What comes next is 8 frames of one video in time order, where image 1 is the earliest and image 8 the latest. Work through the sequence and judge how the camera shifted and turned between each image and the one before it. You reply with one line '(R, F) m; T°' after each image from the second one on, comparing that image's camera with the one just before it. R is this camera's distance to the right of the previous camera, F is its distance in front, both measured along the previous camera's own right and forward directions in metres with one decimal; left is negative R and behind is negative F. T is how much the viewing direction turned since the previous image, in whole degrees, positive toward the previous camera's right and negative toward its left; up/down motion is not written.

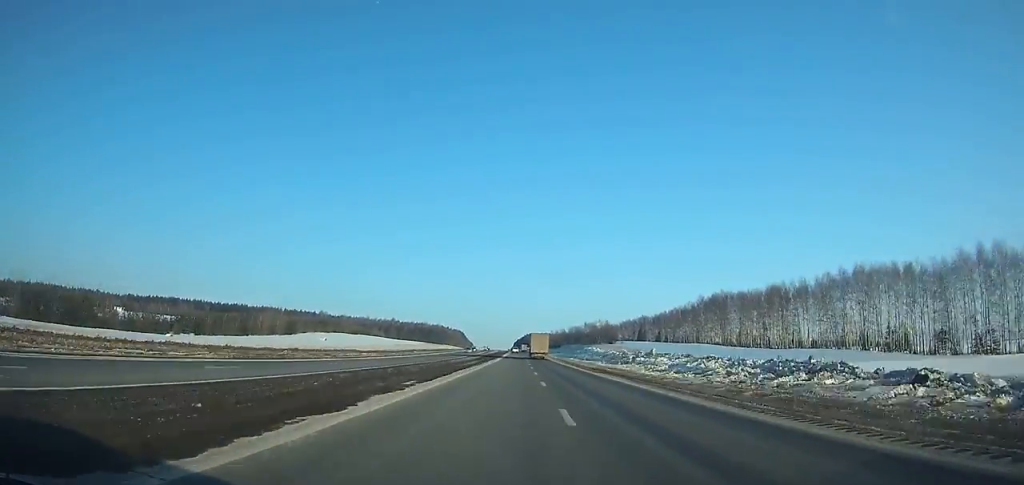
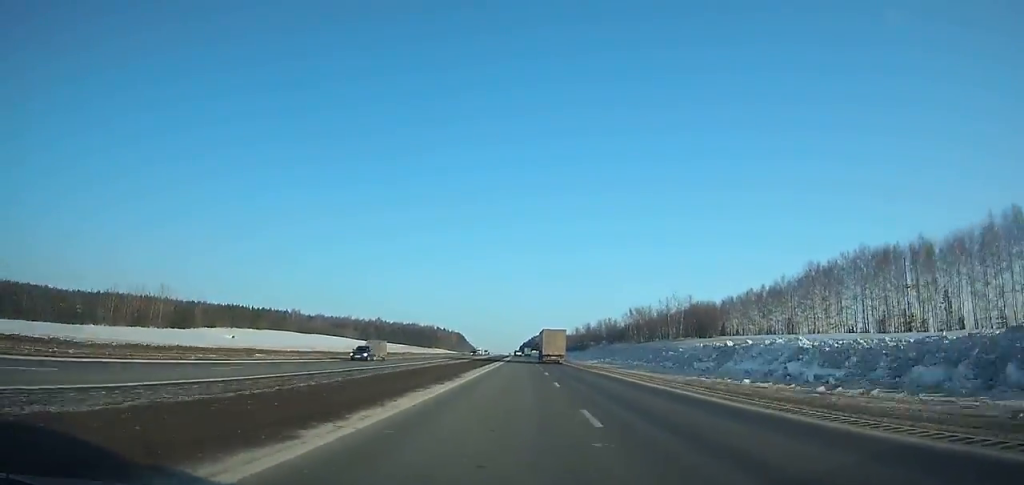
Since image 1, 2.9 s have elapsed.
(-0.2, +83.7) m; 0°
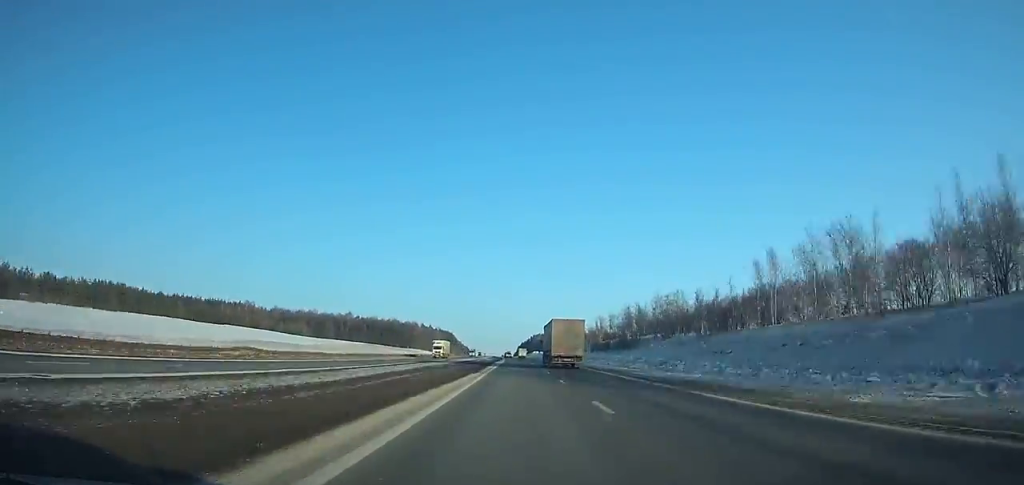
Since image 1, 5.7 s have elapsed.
(+0.1, +81.1) m; 0°
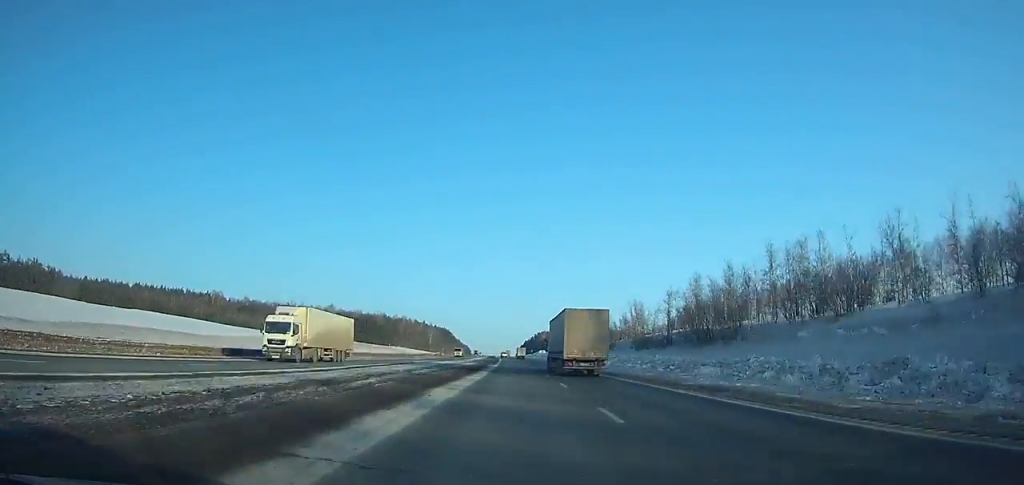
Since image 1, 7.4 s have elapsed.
(-0.1, +49.1) m; -1°
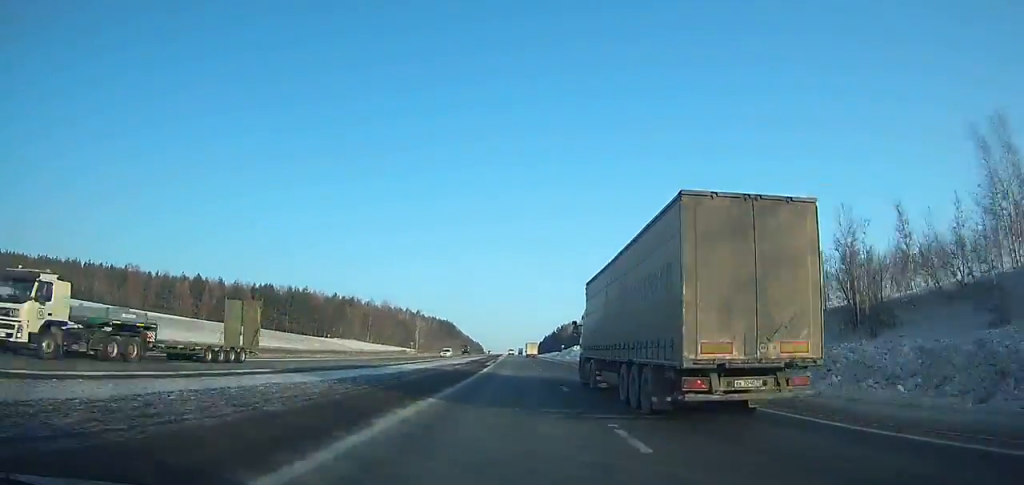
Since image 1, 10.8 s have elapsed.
(-1.1, +97.7) m; -1°
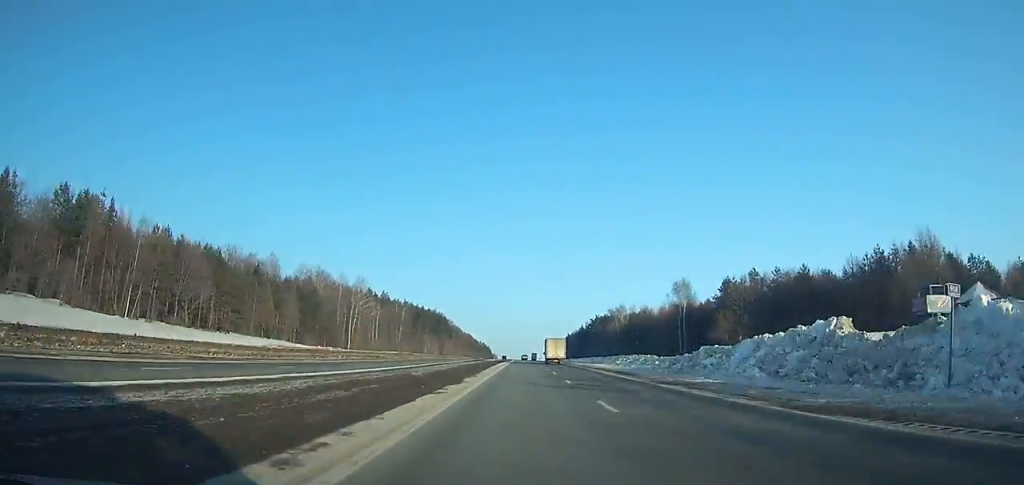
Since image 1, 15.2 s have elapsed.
(-1.8, +124.5) m; -1°
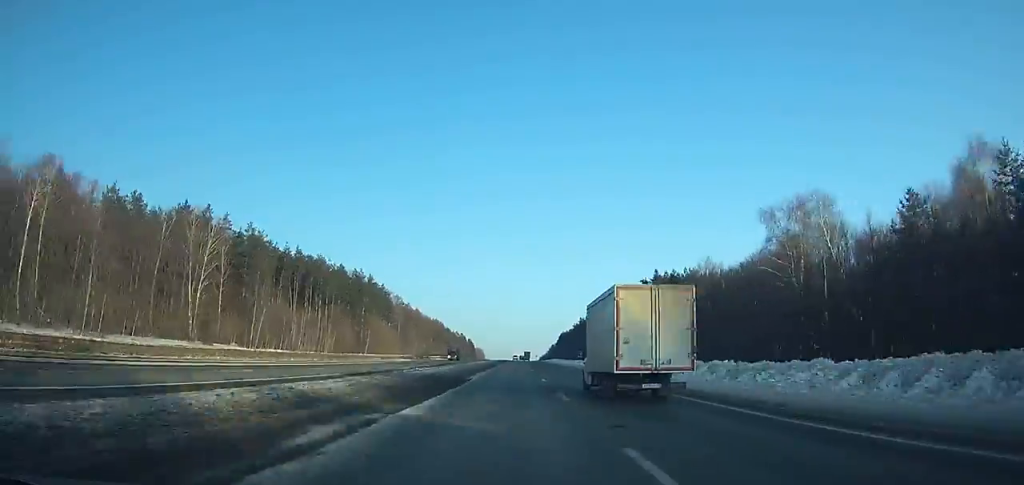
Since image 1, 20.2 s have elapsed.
(+1.0, +138.9) m; +1°
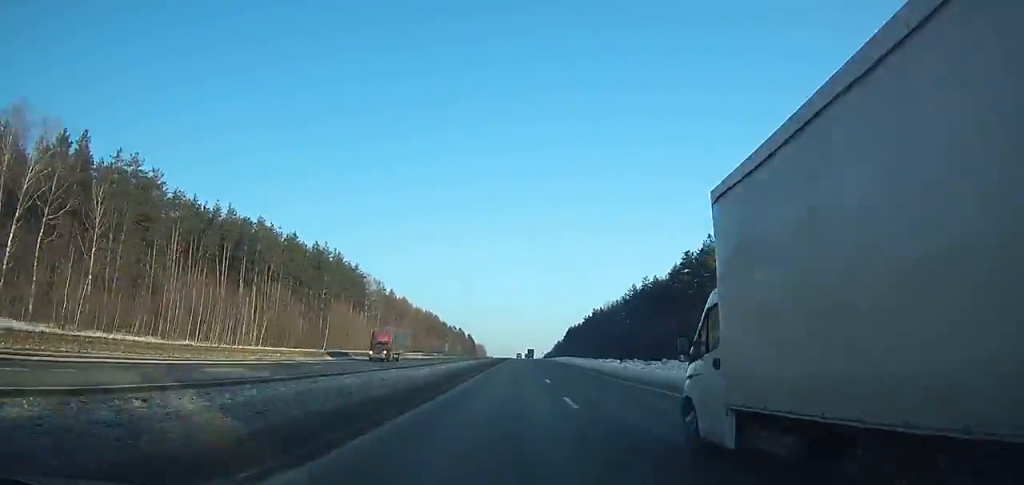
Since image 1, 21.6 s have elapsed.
(0.0, +38.8) m; 0°
